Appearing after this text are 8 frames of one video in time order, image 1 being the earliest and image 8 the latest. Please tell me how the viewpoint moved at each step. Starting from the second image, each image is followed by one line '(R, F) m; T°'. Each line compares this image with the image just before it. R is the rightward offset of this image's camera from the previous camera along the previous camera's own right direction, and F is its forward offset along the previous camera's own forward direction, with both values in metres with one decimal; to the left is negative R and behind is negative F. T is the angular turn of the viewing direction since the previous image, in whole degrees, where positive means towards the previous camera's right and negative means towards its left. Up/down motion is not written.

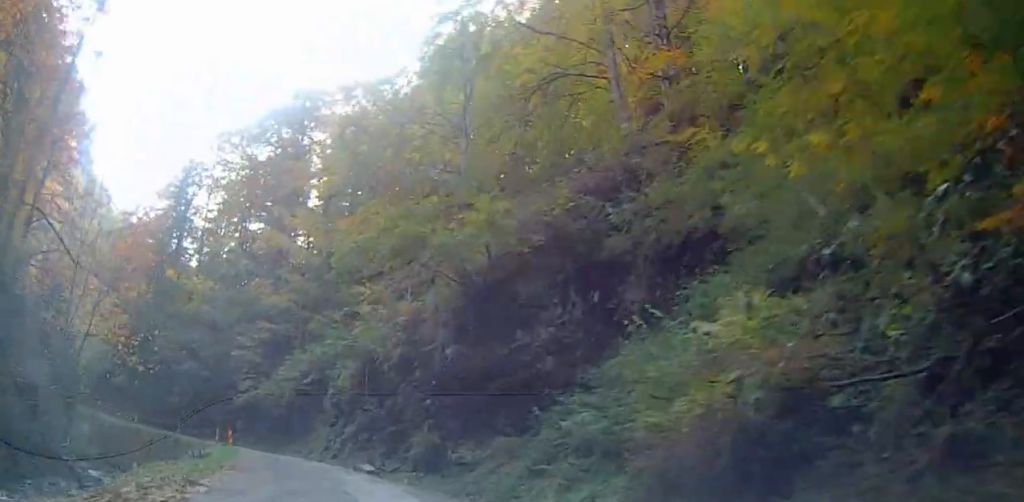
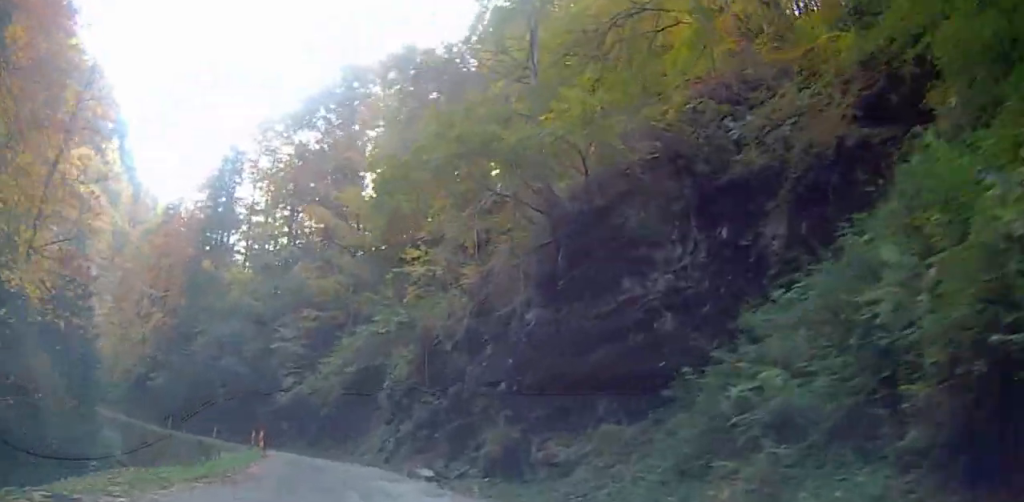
(-0.6, +7.6) m; -4°
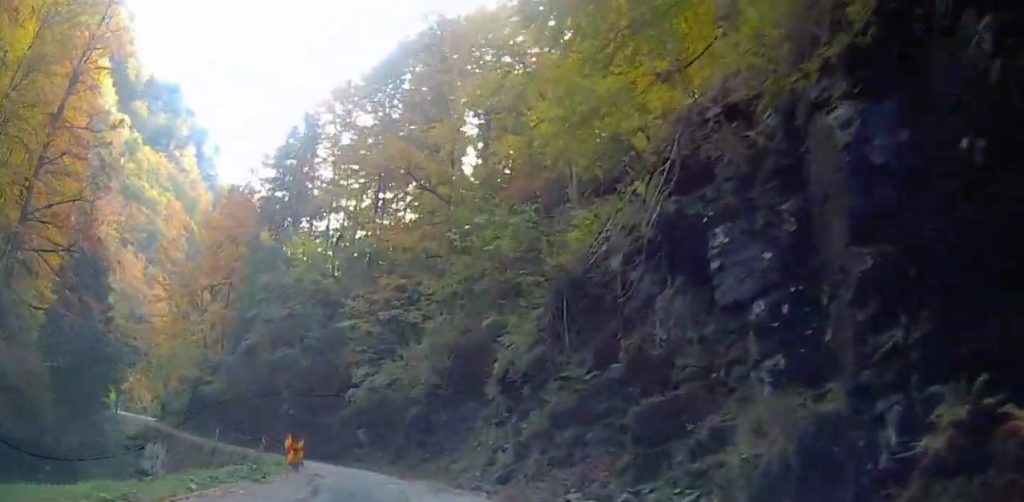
(-0.9, +14.7) m; -3°
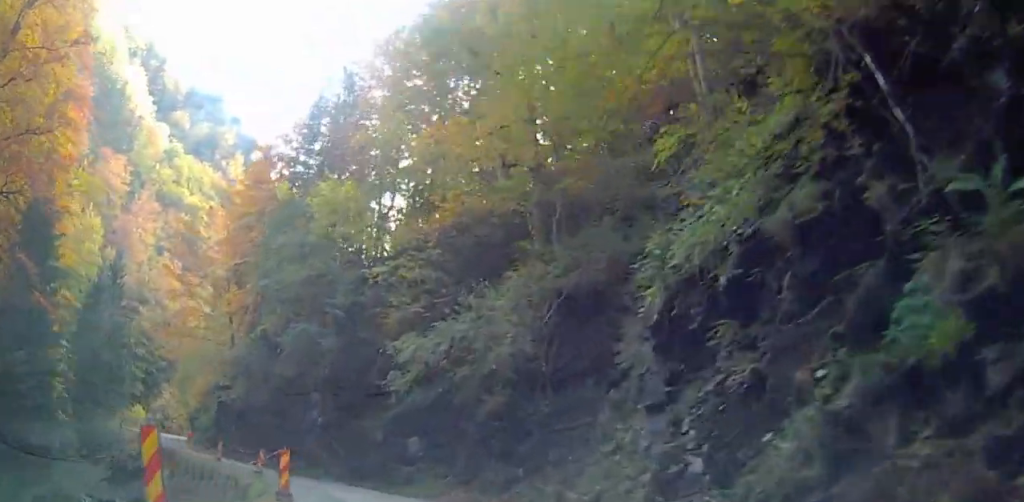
(+0.3, +14.7) m; +2°
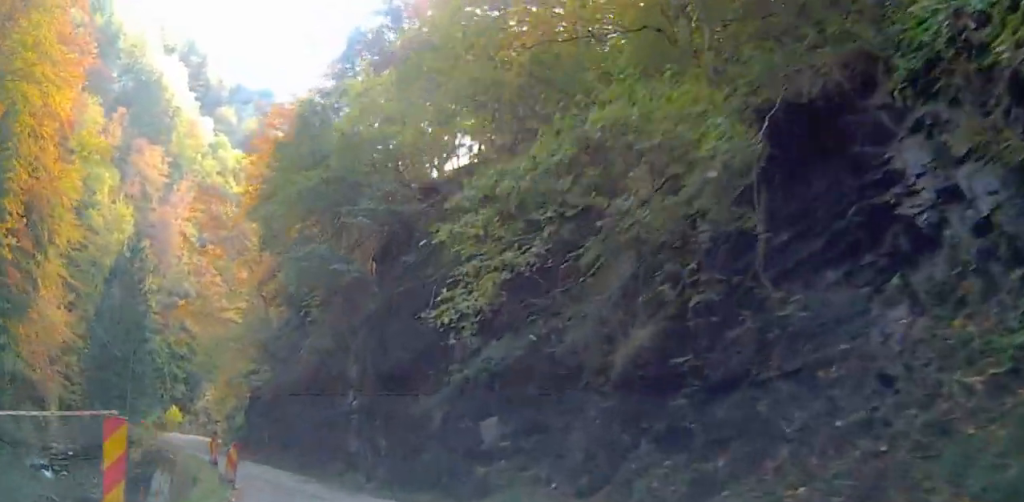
(+0.1, +11.5) m; -11°
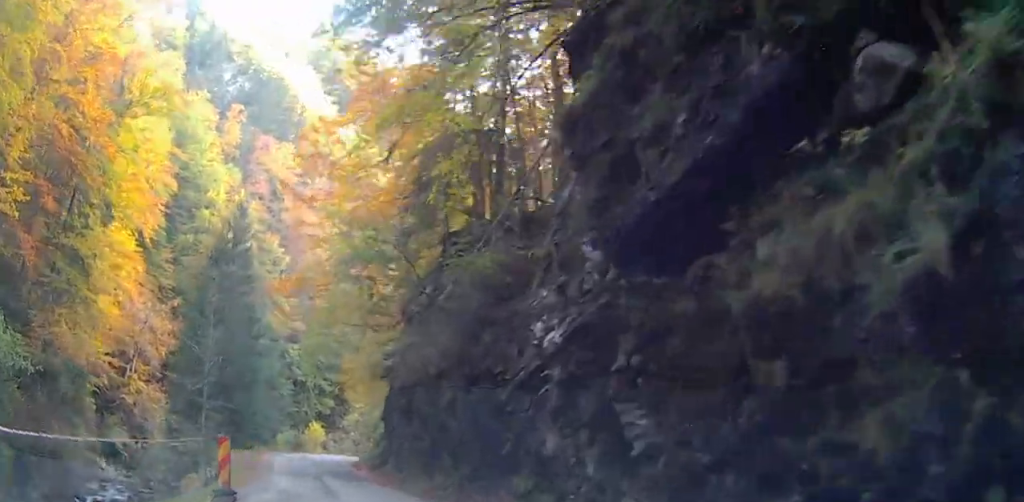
(-3.1, +14.6) m; -9°
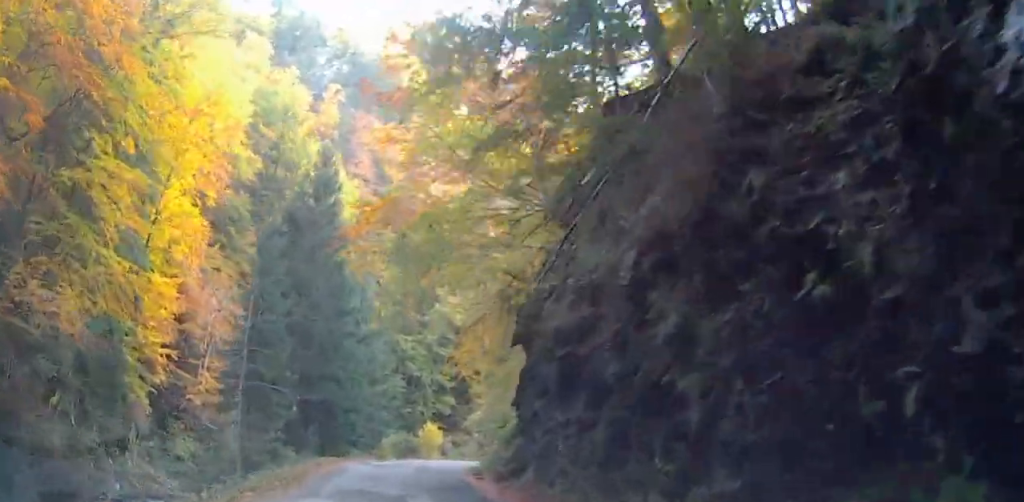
(+1.4, +11.2) m; +5°
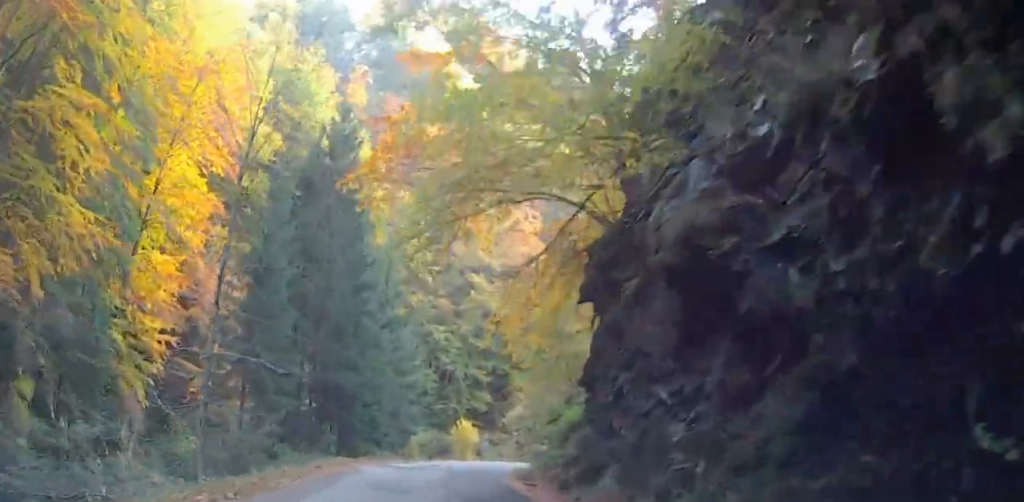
(0.0, +6.3) m; -7°
